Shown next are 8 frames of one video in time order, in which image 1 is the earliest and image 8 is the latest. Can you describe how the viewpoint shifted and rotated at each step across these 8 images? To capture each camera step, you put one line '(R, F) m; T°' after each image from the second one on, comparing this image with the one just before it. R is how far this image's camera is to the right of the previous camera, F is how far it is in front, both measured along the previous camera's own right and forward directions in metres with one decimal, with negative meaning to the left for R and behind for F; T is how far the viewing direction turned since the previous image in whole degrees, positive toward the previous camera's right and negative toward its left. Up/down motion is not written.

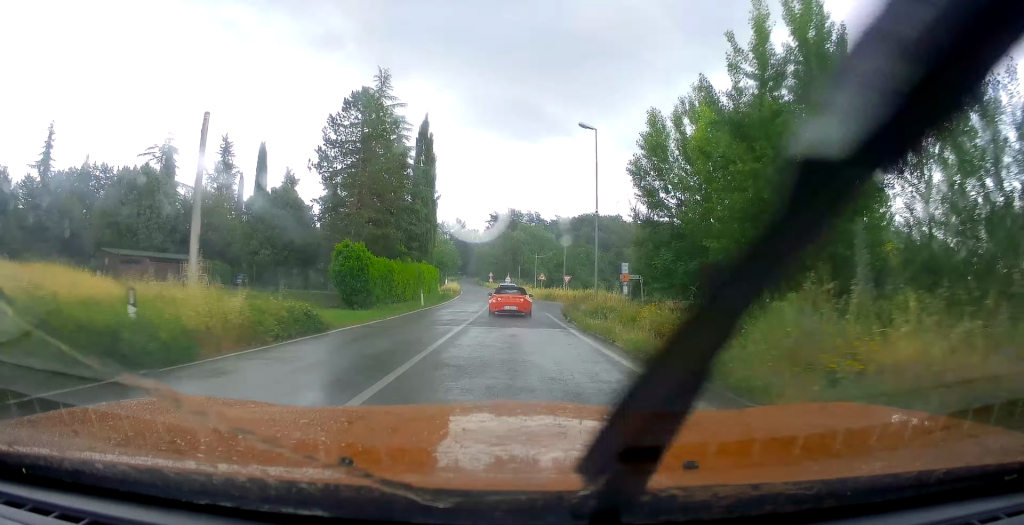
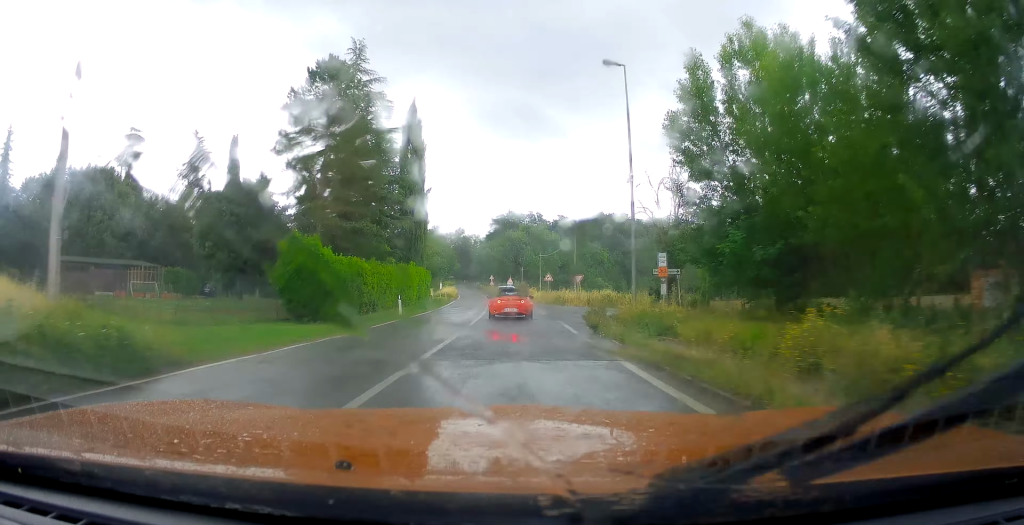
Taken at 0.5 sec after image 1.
(-0.1, +7.7) m; 0°
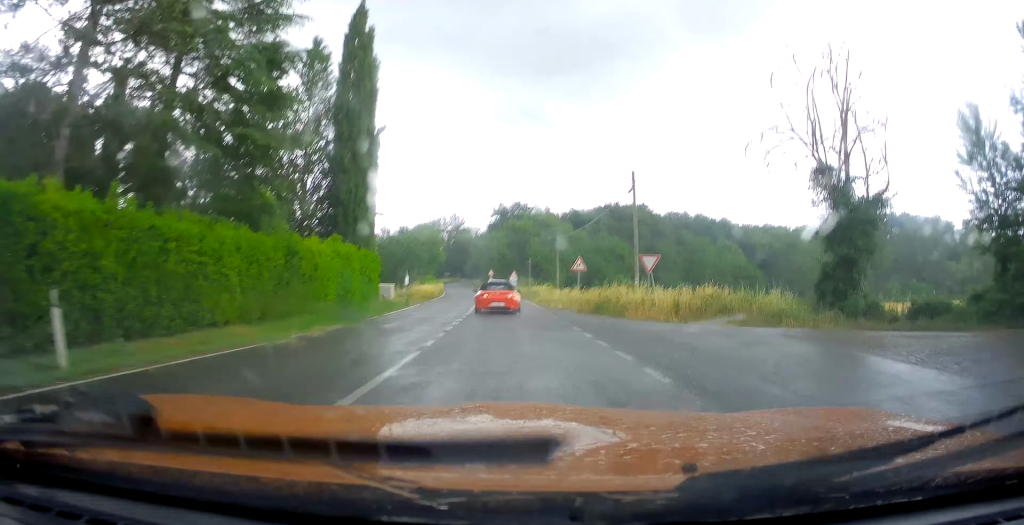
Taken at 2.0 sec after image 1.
(+0.7, +22.4) m; 0°
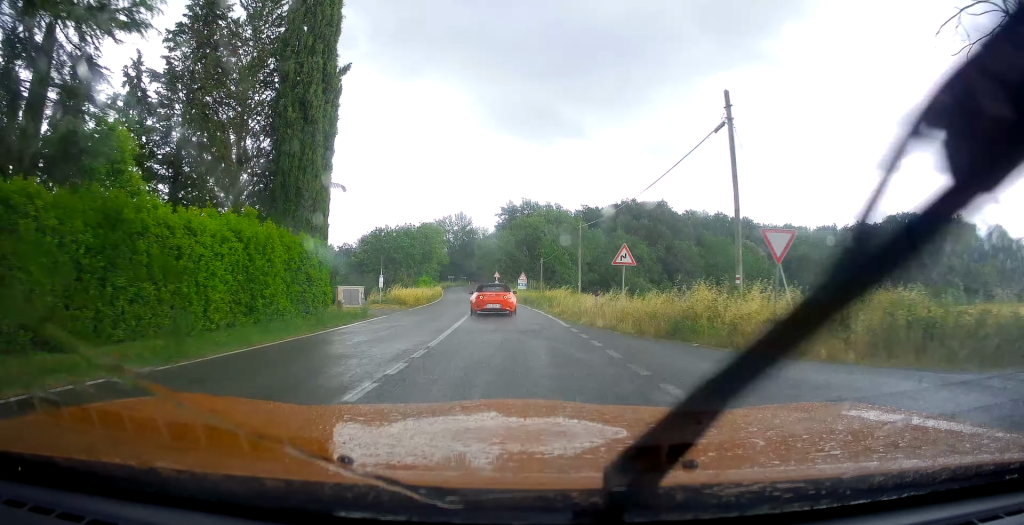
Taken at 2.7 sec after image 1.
(-0.6, +11.0) m; -4°
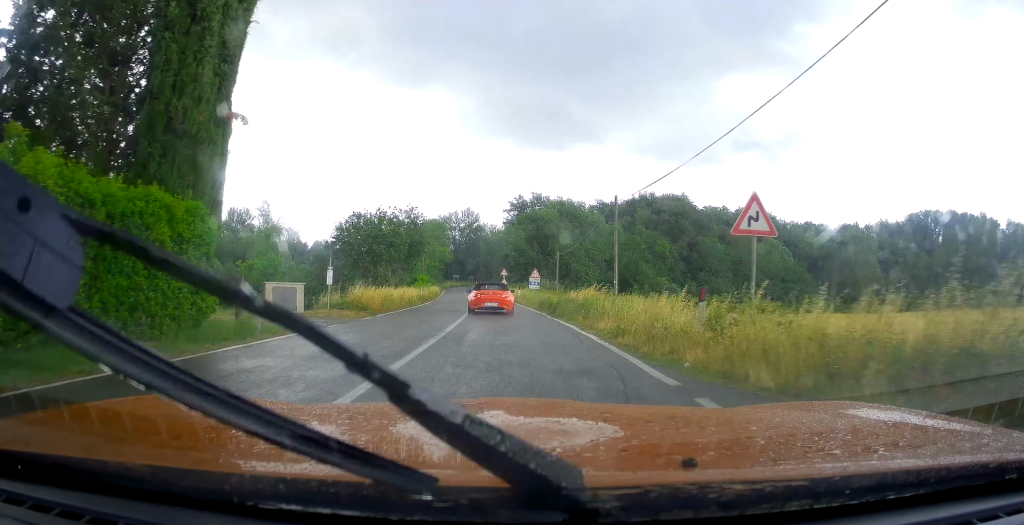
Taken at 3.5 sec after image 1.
(-0.5, +10.5) m; -2°
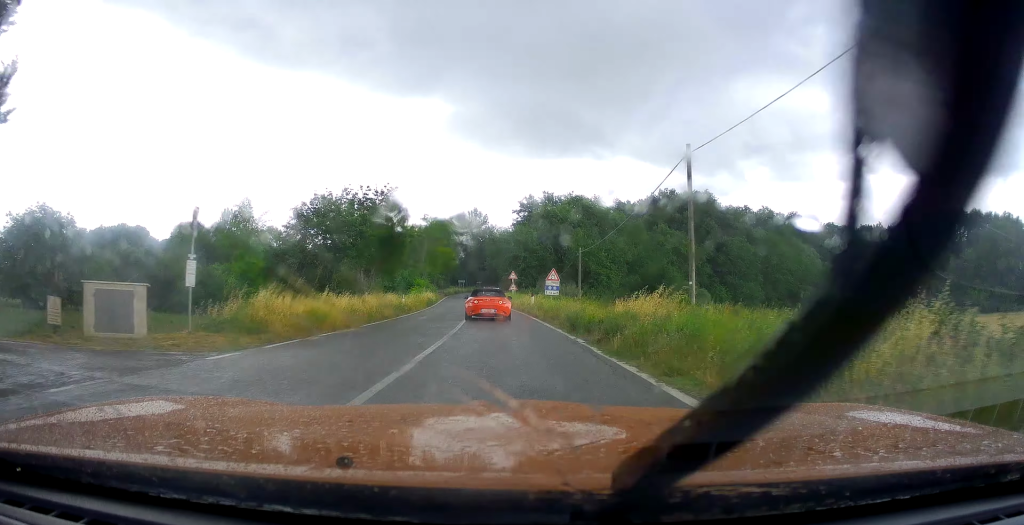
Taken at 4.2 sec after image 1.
(-0.1, +11.1) m; +2°
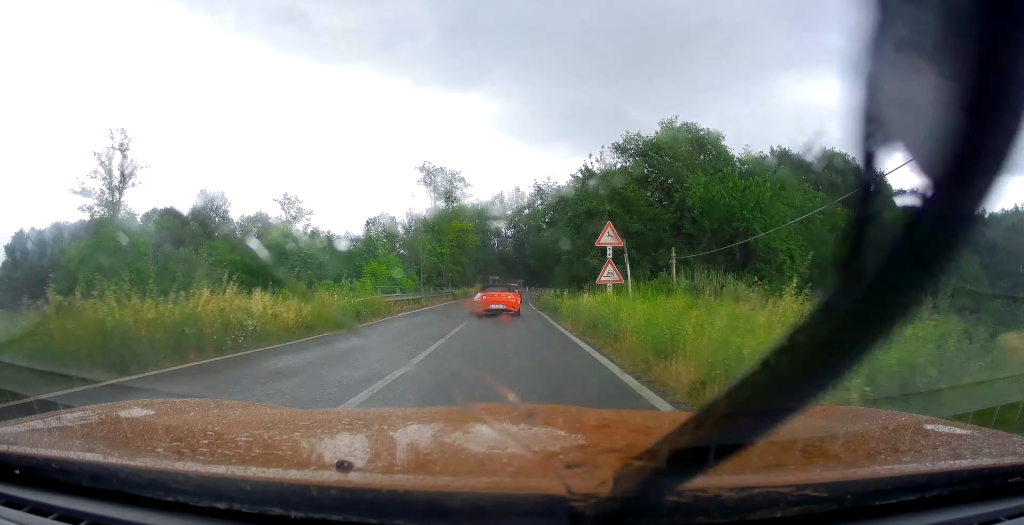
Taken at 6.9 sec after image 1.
(-1.1, +39.6) m; -4°
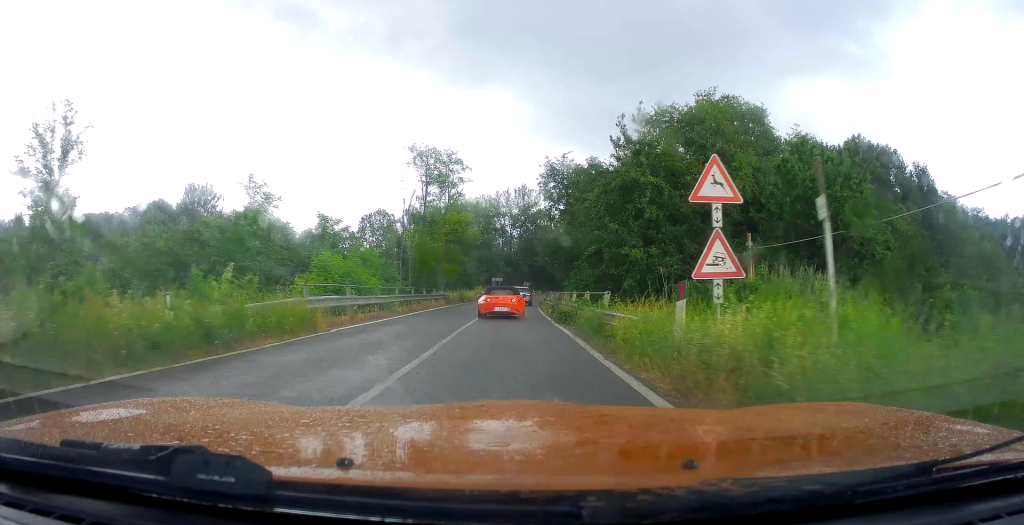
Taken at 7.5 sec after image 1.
(0.0, +8.9) m; 0°
